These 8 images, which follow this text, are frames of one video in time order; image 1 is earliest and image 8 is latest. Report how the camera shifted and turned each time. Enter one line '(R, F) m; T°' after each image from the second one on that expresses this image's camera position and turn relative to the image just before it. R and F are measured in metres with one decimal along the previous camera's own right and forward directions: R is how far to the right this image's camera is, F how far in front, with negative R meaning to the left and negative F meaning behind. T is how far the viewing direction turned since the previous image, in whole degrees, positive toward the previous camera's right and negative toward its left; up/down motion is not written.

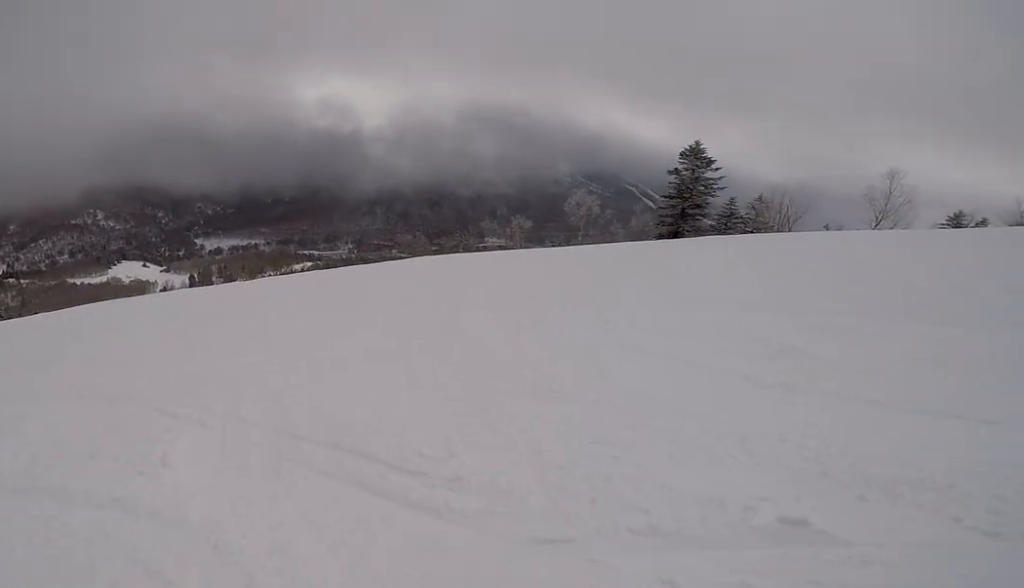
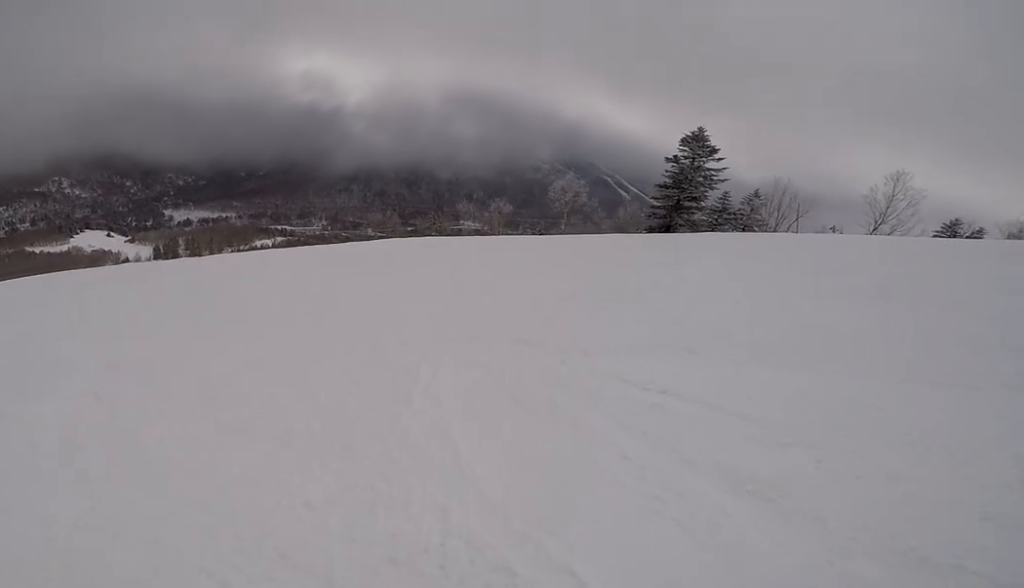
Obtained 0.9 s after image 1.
(0.0, +3.8) m; +7°
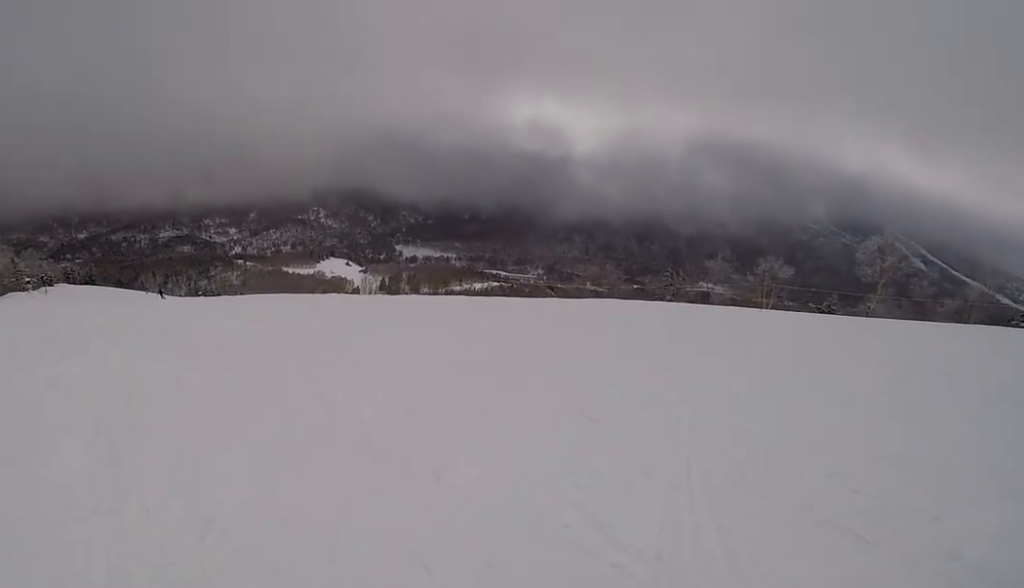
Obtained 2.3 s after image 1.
(+0.4, +7.0) m; -14°
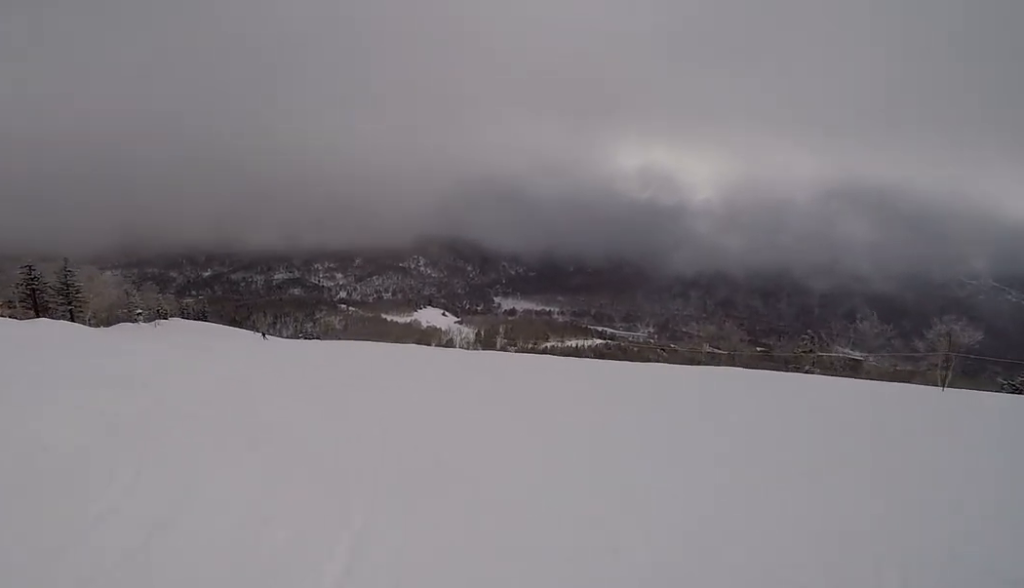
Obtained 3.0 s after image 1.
(-0.3, +3.4) m; -24°
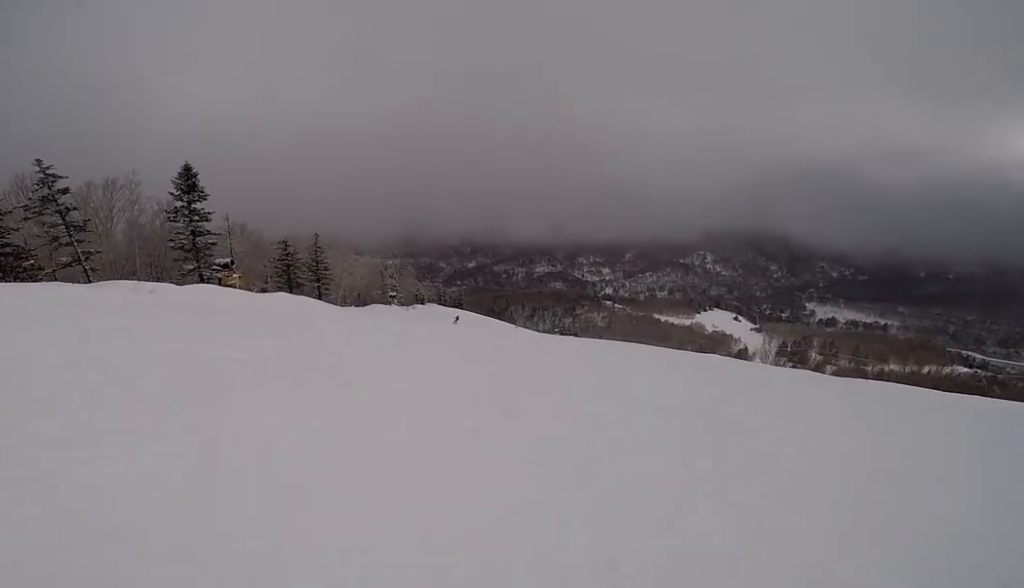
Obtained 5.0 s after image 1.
(-3.9, +9.6) m; -23°
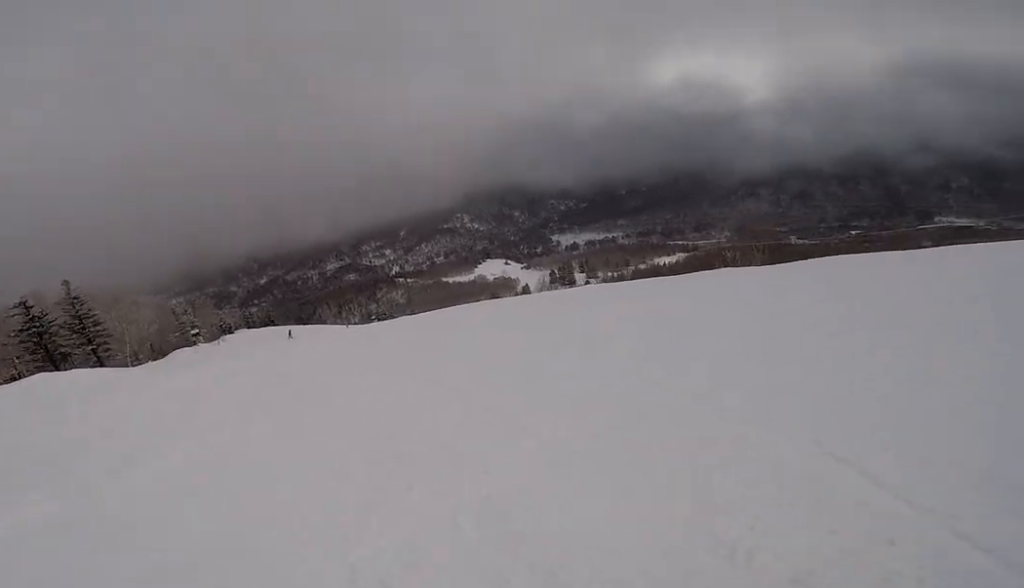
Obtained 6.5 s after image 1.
(0.0, +8.5) m; +9°
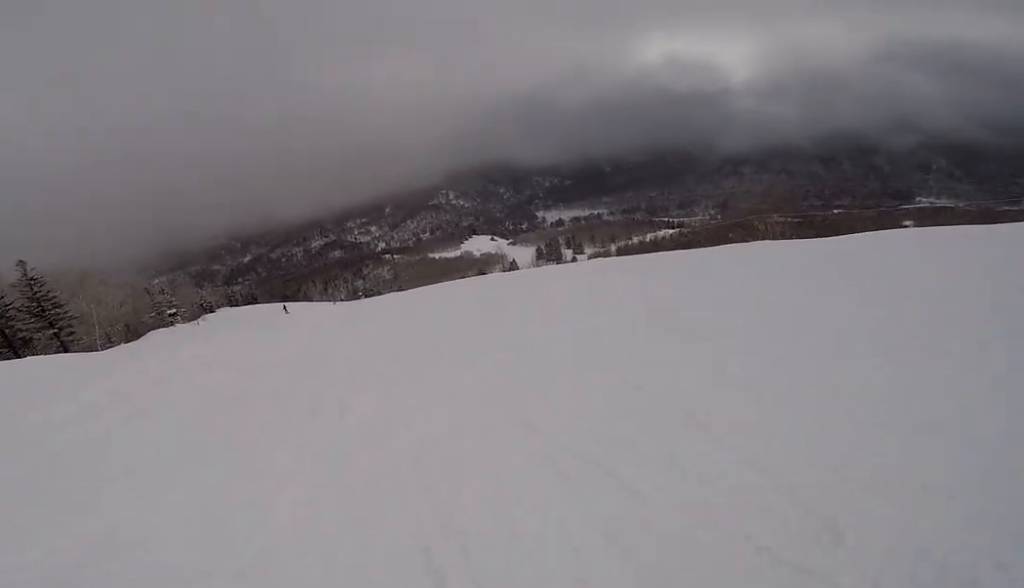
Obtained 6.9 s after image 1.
(-0.2, +2.8) m; +7°
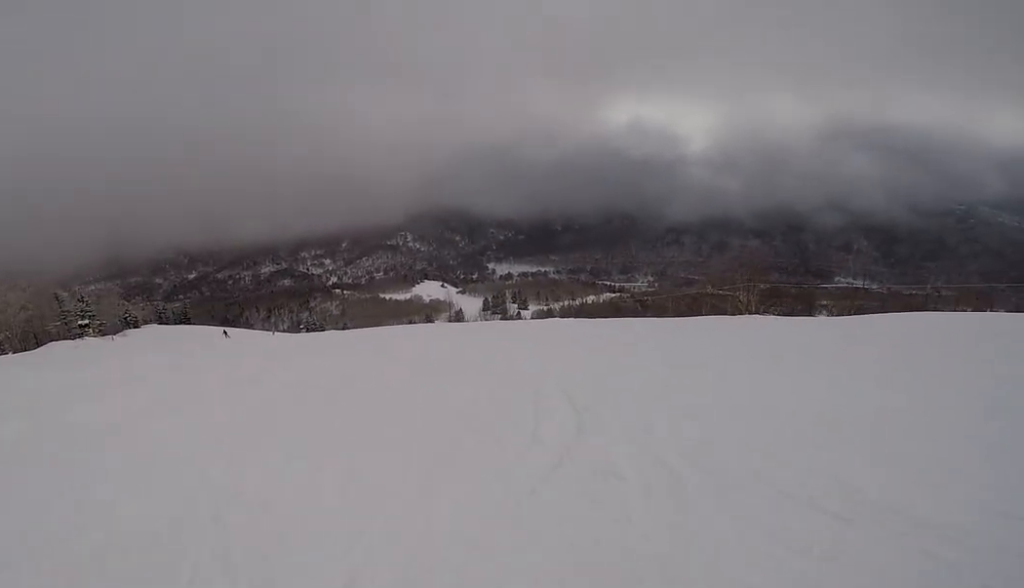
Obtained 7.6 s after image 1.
(+1.0, +4.0) m; +11°
